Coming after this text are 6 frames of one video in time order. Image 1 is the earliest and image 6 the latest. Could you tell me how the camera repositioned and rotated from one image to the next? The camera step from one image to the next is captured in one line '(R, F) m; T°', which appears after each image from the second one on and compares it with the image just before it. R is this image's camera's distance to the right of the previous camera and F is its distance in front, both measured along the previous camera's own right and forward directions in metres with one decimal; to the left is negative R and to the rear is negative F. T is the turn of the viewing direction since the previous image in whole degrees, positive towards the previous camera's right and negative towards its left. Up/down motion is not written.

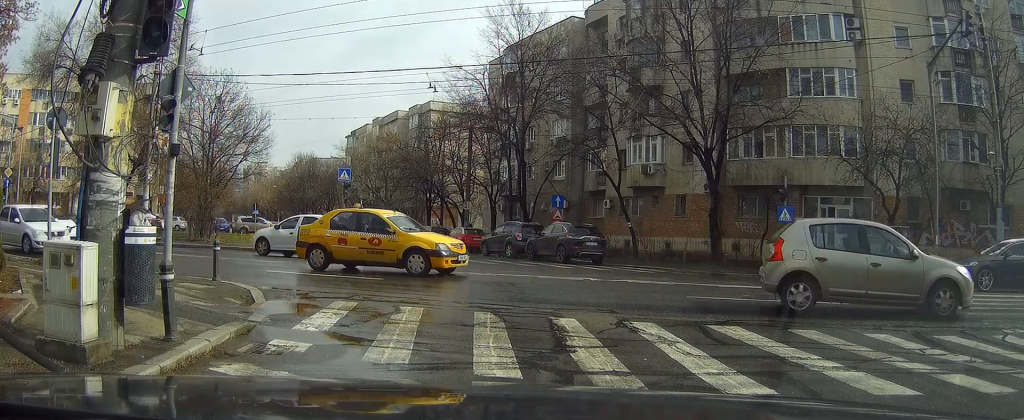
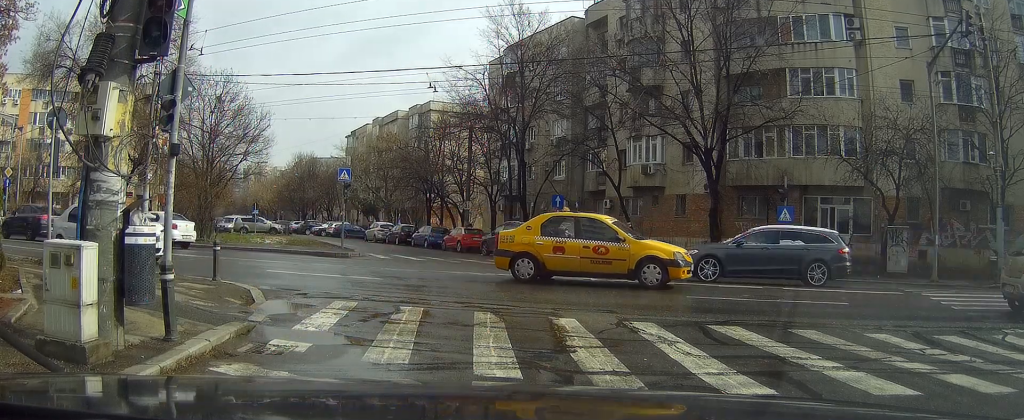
(0.0, 0.0) m; 0°
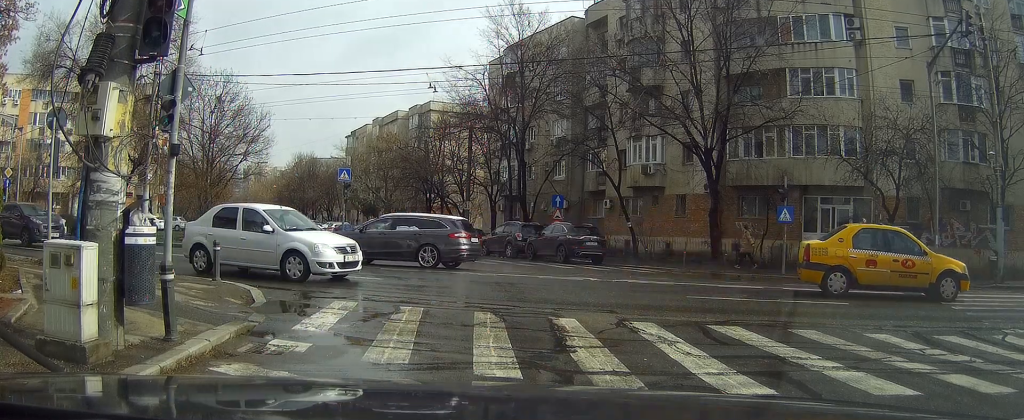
(0.0, 0.0) m; 0°
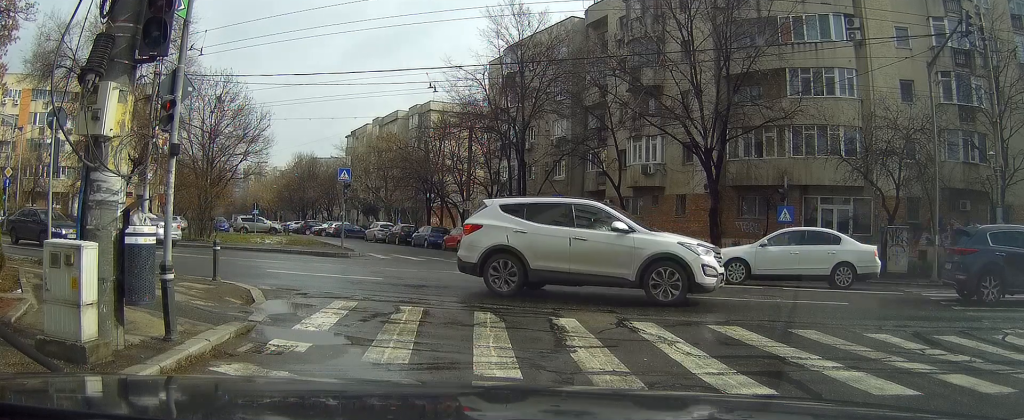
(0.0, 0.0) m; 0°
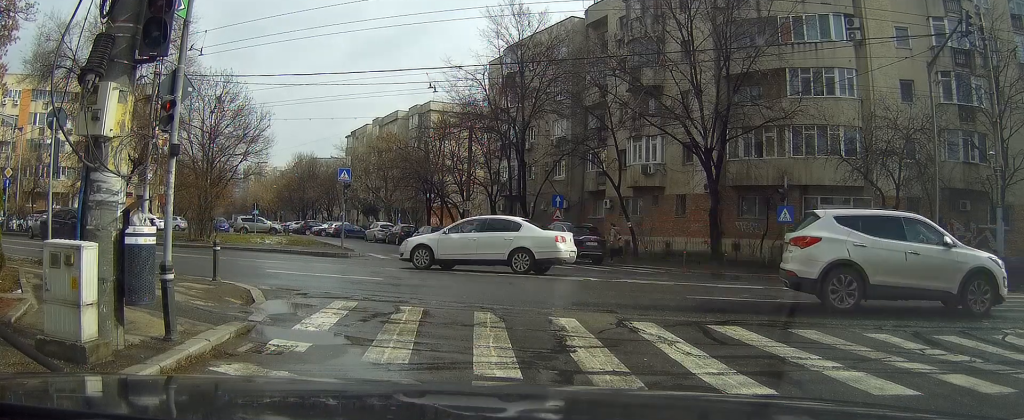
(0.0, 0.0) m; 0°
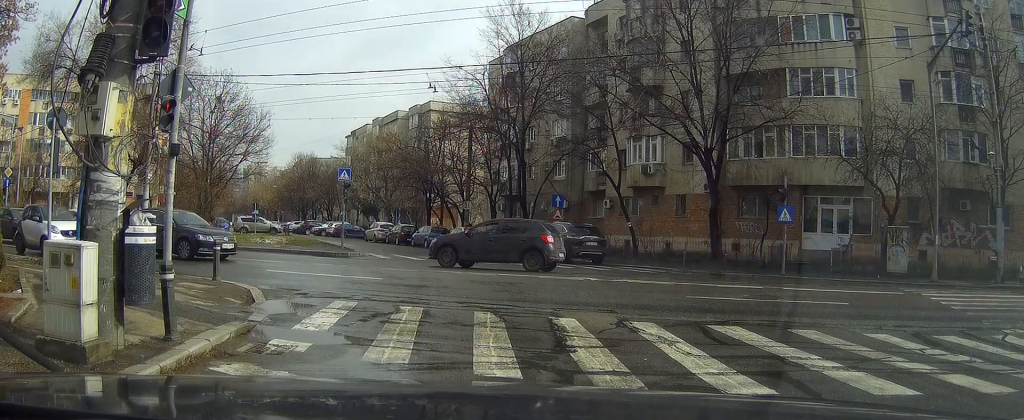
(0.0, 0.0) m; 0°
